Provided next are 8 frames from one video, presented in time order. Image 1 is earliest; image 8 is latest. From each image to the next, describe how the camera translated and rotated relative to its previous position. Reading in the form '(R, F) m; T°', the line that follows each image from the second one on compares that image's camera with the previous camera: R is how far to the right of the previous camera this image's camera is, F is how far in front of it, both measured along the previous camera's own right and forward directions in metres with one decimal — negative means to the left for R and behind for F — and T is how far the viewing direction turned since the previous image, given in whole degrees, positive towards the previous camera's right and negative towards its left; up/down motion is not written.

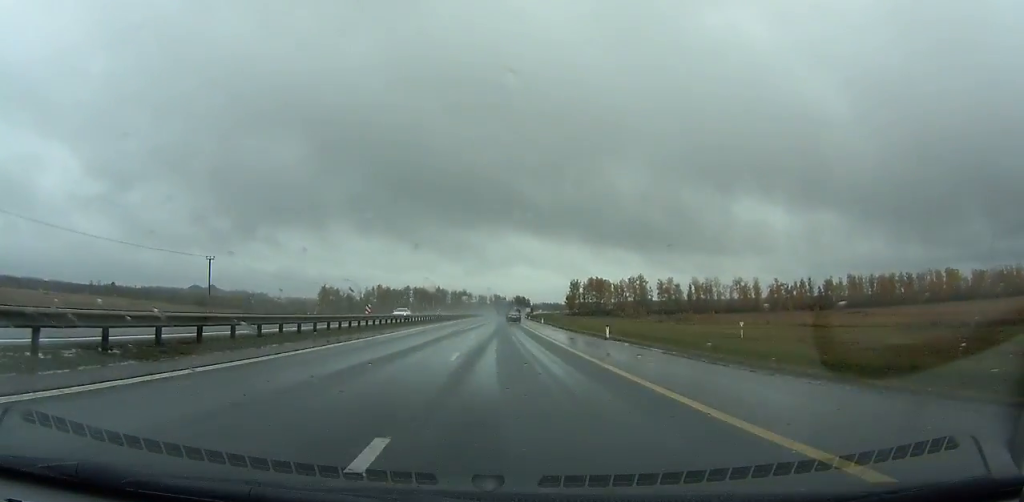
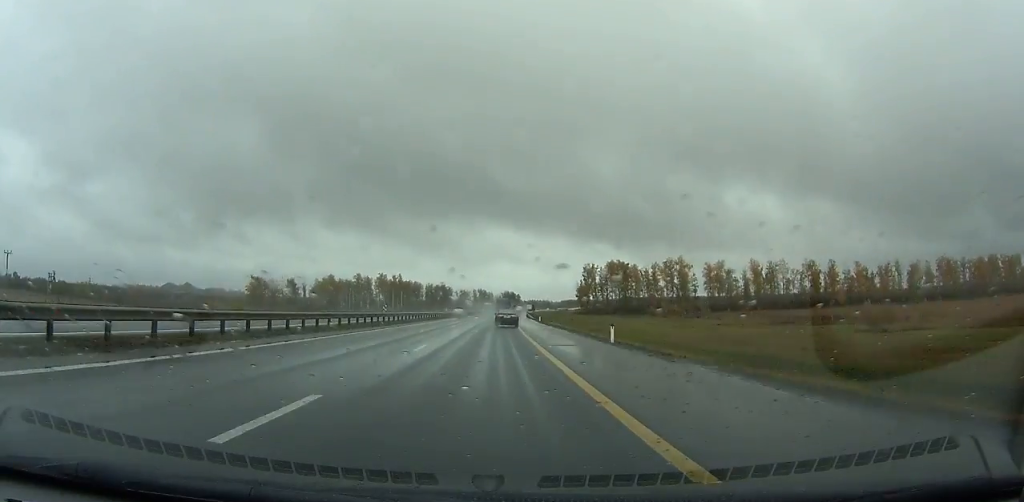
(+1.5, +103.3) m; +1°
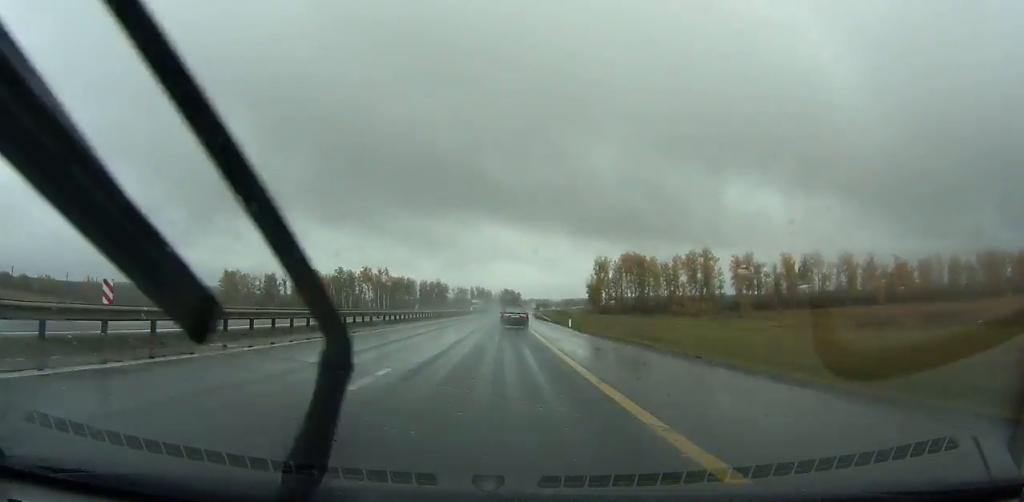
(-0.2, +33.5) m; 0°
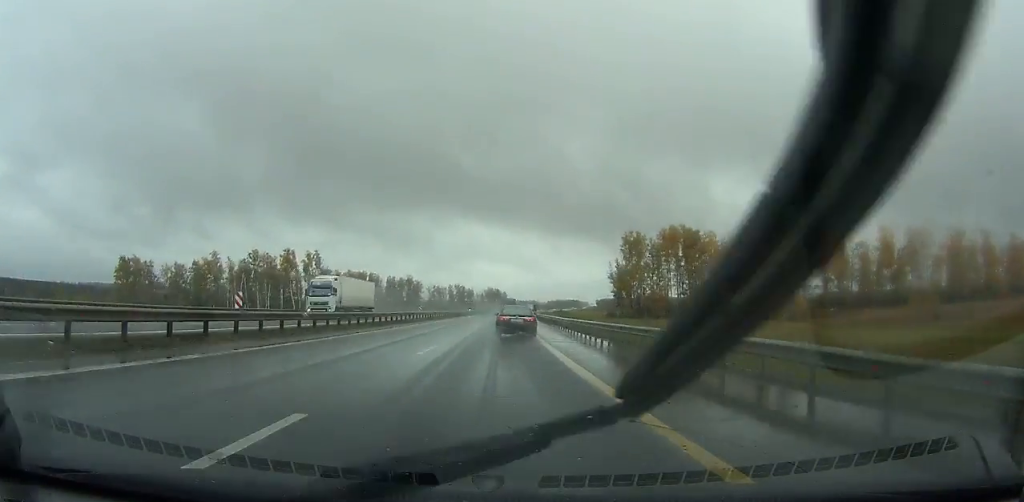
(+0.9, +77.1) m; +1°
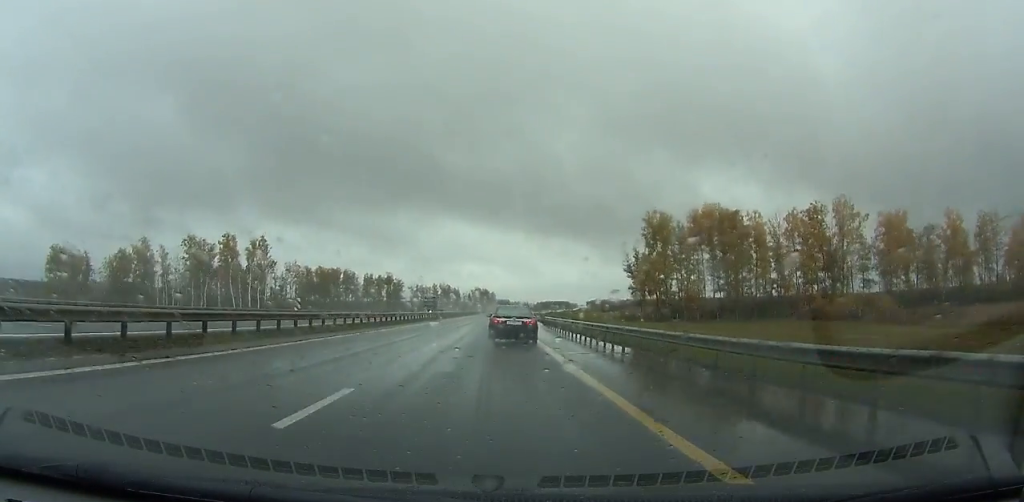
(+0.4, +34.0) m; +1°
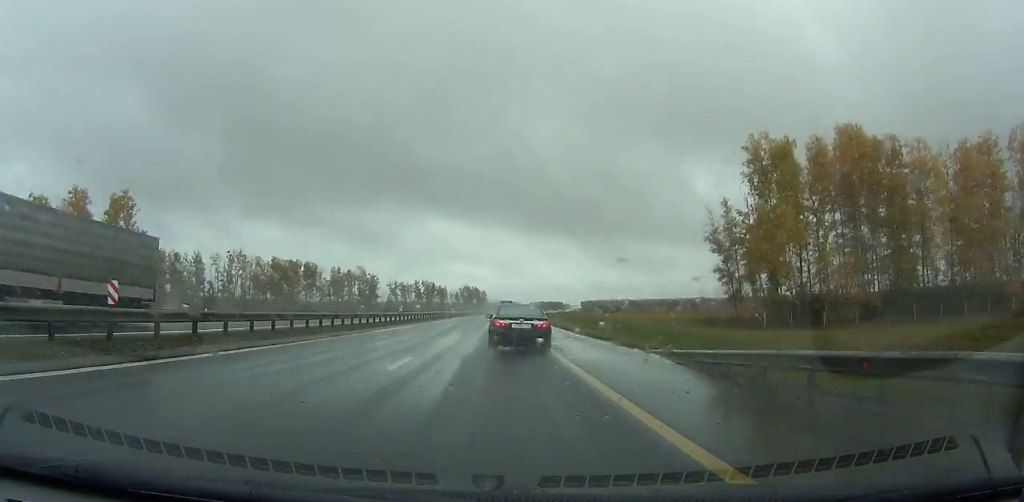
(+0.4, +53.5) m; +1°
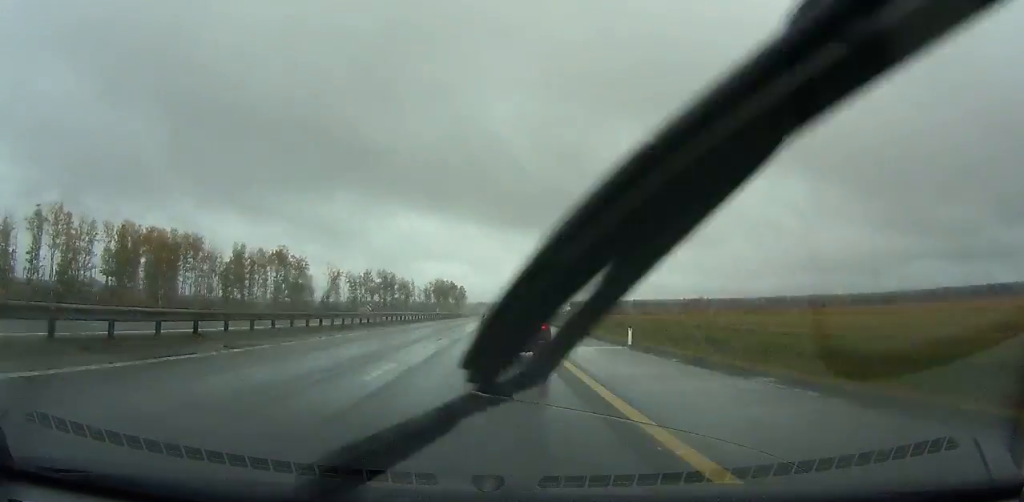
(+1.7, +98.7) m; +2°
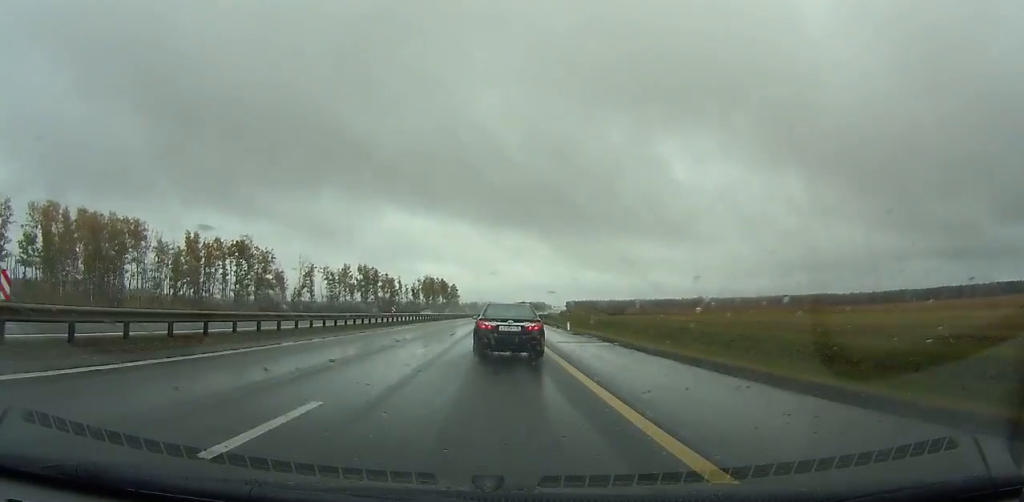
(+0.4, +29.8) m; +1°
